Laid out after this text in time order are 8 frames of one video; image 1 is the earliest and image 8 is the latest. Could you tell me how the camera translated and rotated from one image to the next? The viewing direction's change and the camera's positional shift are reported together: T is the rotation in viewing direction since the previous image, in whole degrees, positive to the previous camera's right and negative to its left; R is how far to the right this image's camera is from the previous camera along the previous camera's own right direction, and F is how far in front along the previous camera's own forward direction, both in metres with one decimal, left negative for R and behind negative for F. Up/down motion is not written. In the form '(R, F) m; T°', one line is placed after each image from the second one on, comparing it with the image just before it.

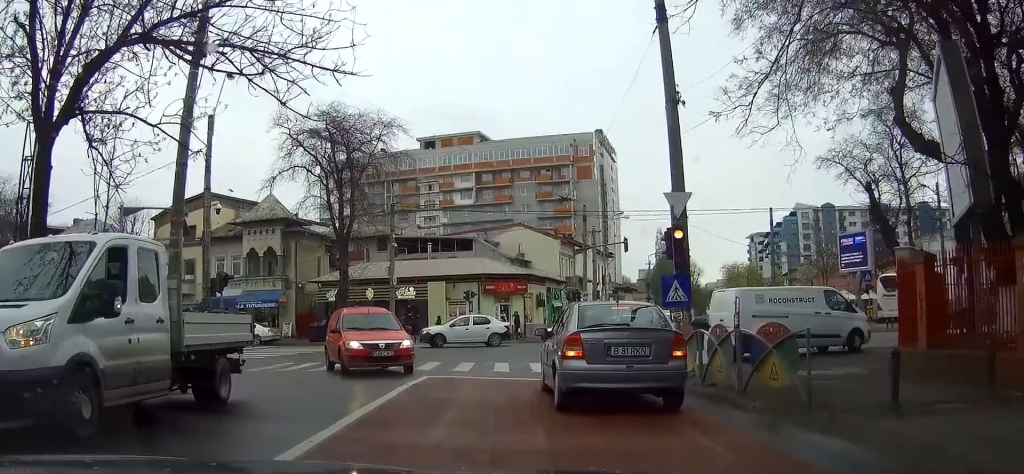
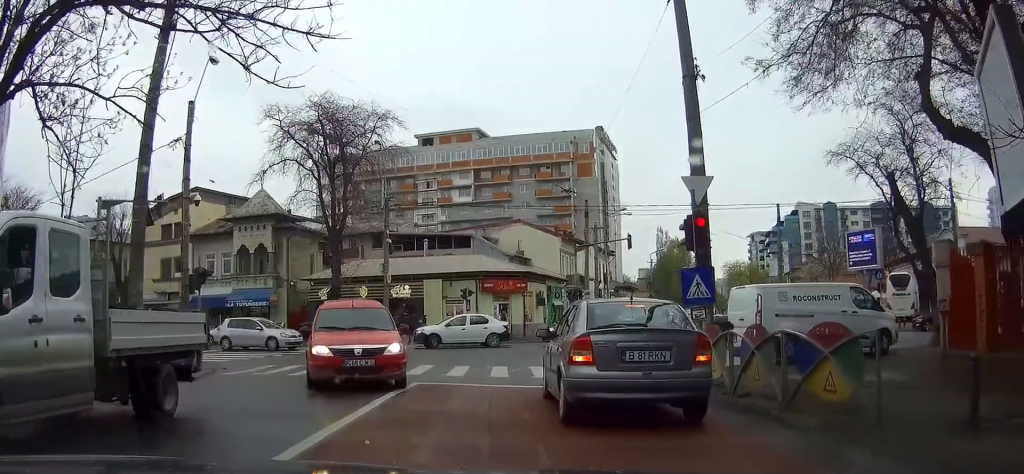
(-0.1, +2.1) m; +3°
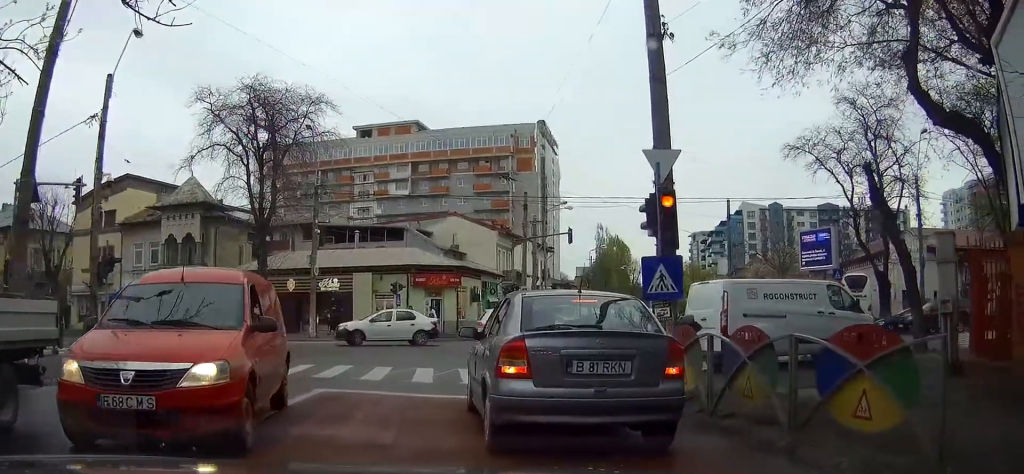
(+0.2, +2.8) m; +13°
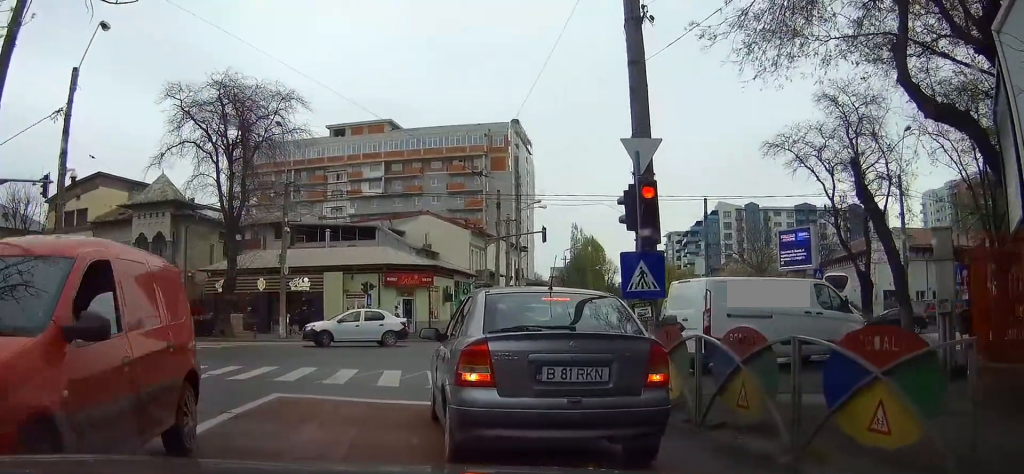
(+0.1, +1.1) m; +7°
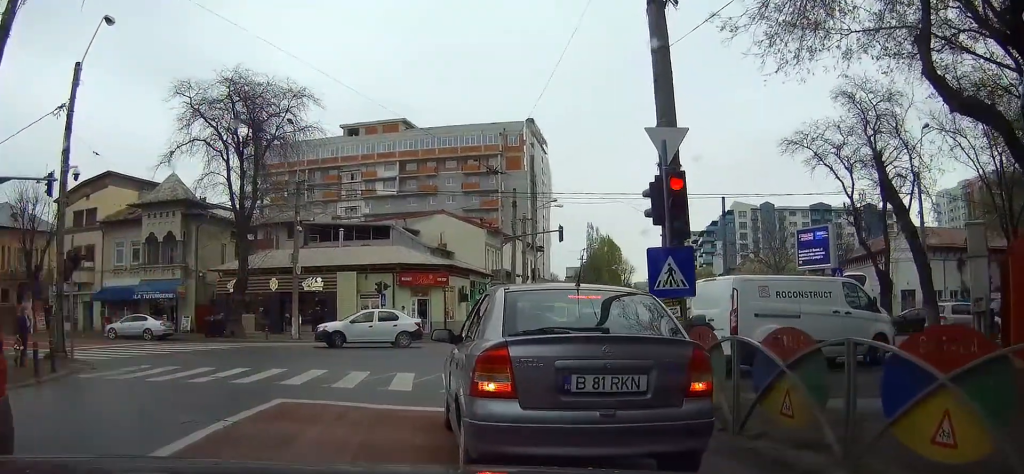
(+0.2, +0.8) m; 0°
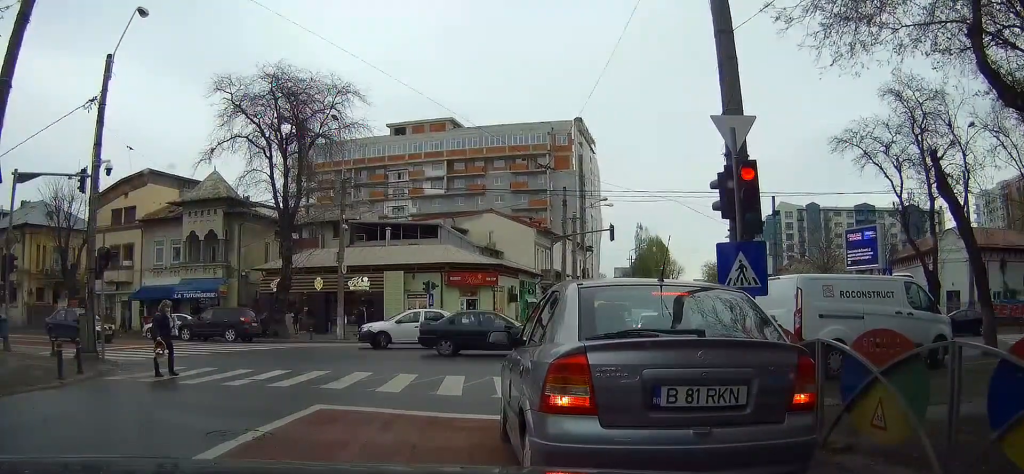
(+0.3, +0.5) m; 0°
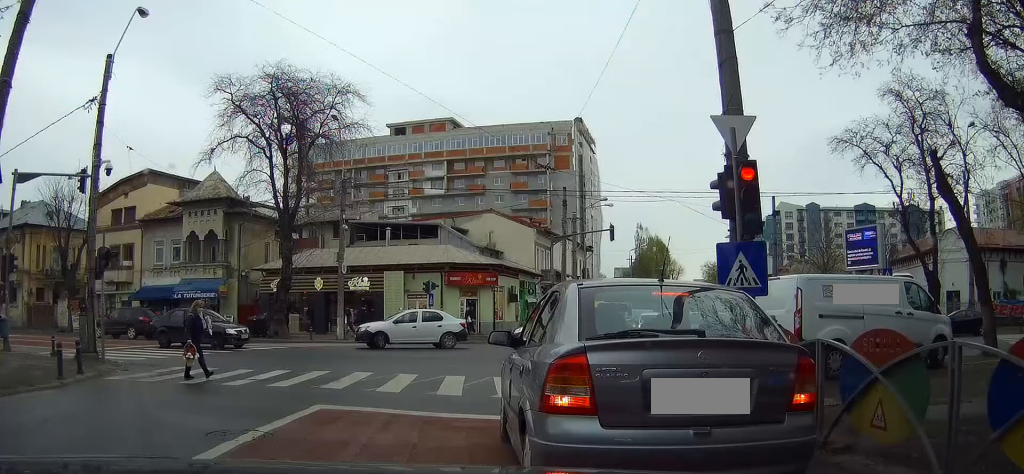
(-0.1, 0.0) m; 0°
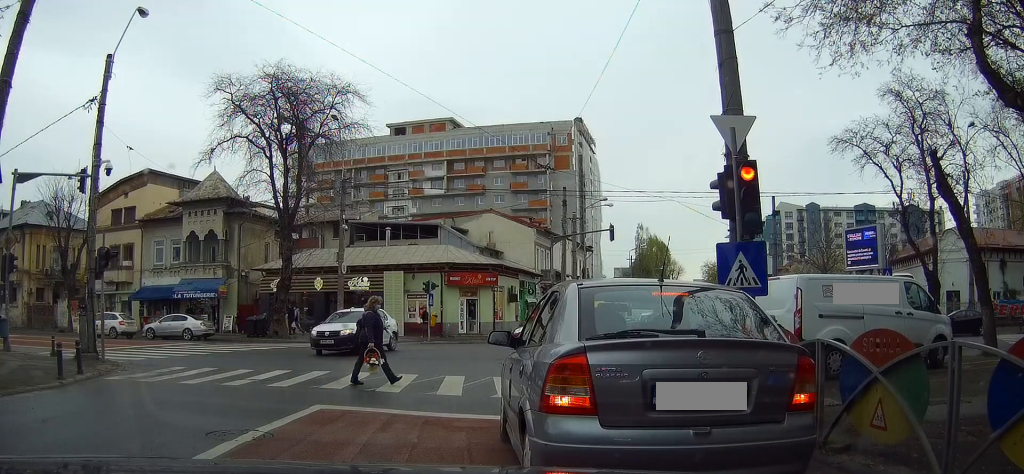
(0.0, 0.0) m; 0°
